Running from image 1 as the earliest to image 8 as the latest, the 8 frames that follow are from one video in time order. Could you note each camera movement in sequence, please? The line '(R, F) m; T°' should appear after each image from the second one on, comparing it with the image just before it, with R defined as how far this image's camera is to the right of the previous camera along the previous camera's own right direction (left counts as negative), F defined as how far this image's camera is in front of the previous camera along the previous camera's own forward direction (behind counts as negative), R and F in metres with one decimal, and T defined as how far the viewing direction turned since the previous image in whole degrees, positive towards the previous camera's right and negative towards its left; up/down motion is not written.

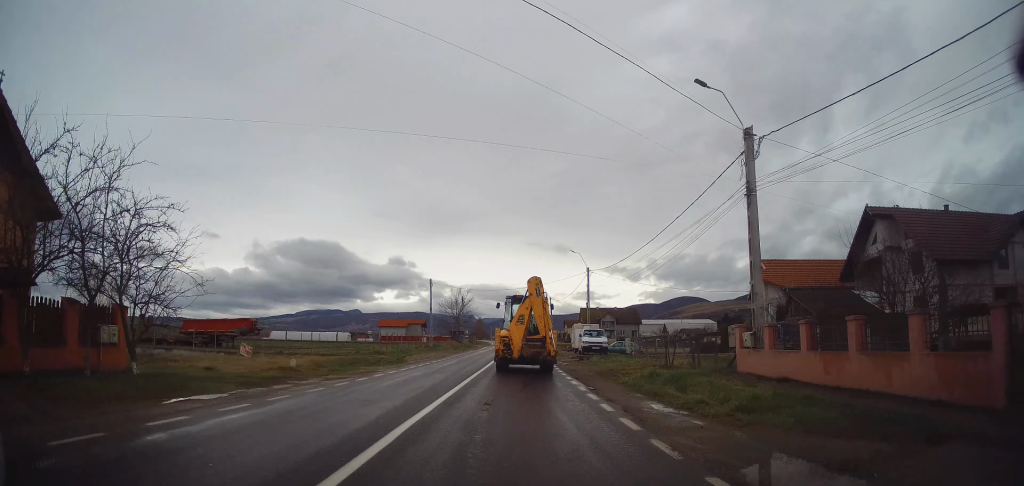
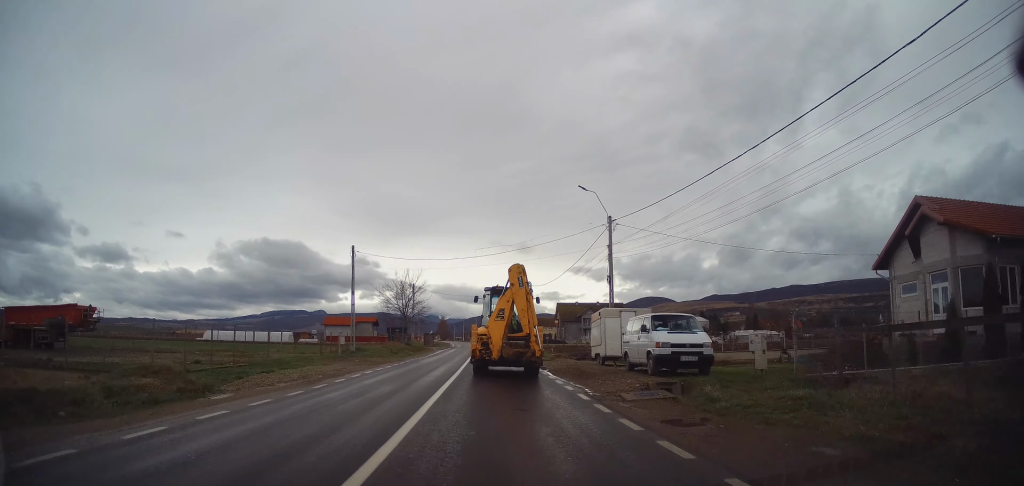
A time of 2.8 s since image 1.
(+1.2, +21.5) m; +8°
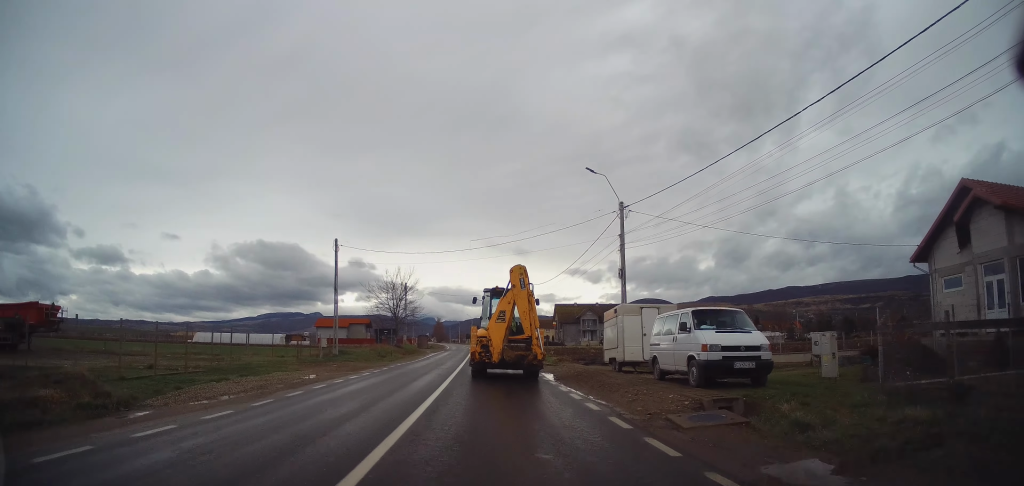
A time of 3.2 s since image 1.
(+0.3, +3.6) m; 0°
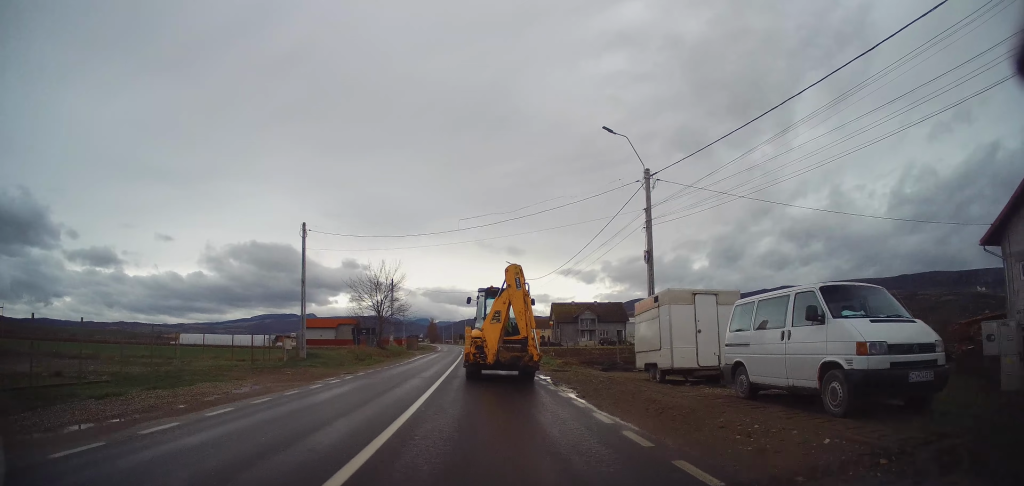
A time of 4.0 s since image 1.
(-0.4, +5.6) m; -1°
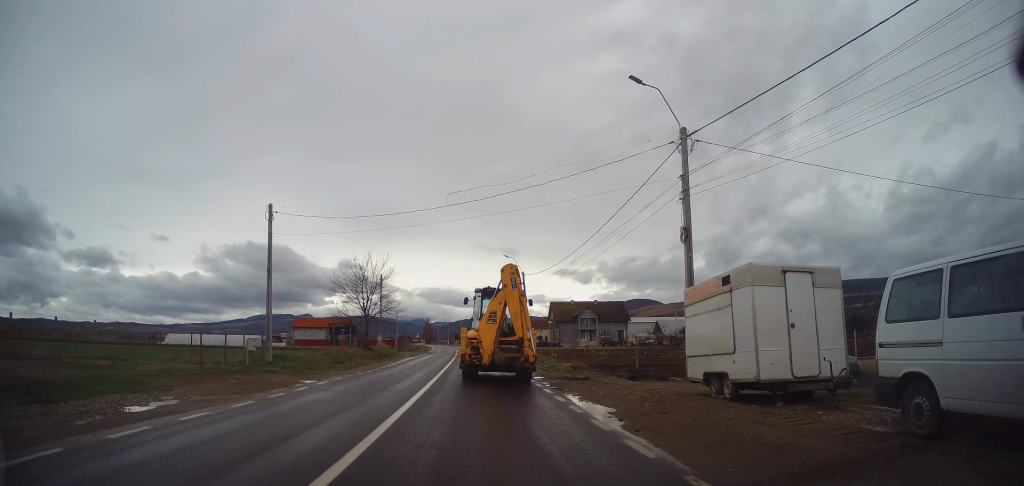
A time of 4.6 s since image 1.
(0.0, +4.8) m; 0°
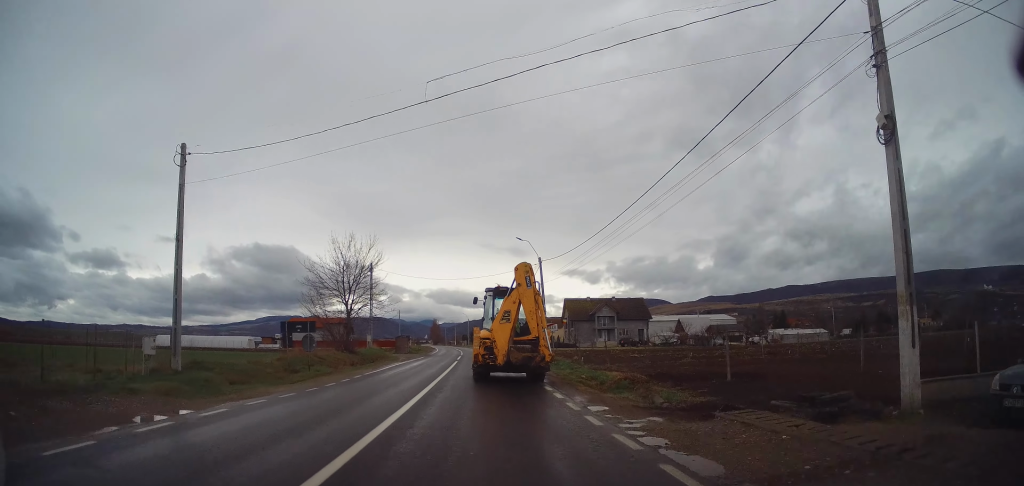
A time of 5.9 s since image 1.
(0.0, +9.7) m; 0°
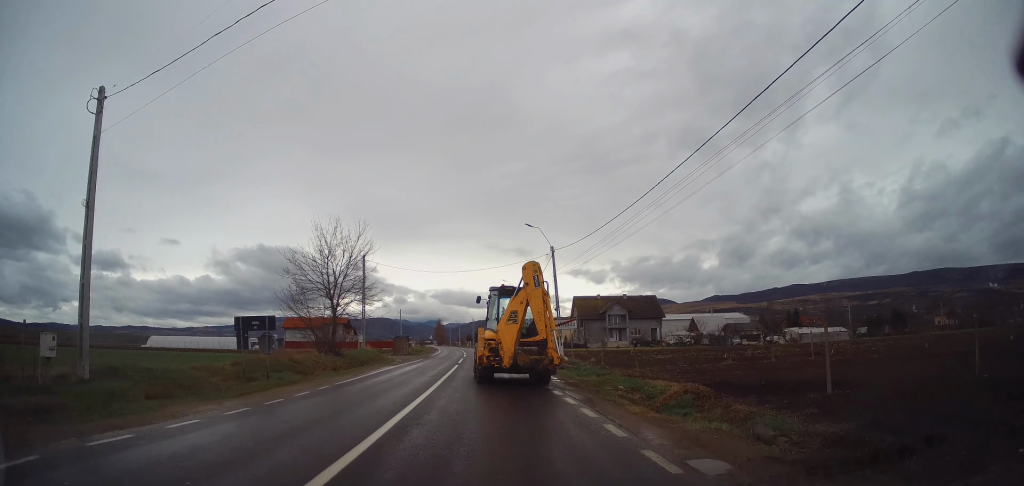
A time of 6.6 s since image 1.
(0.0, +5.0) m; 0°
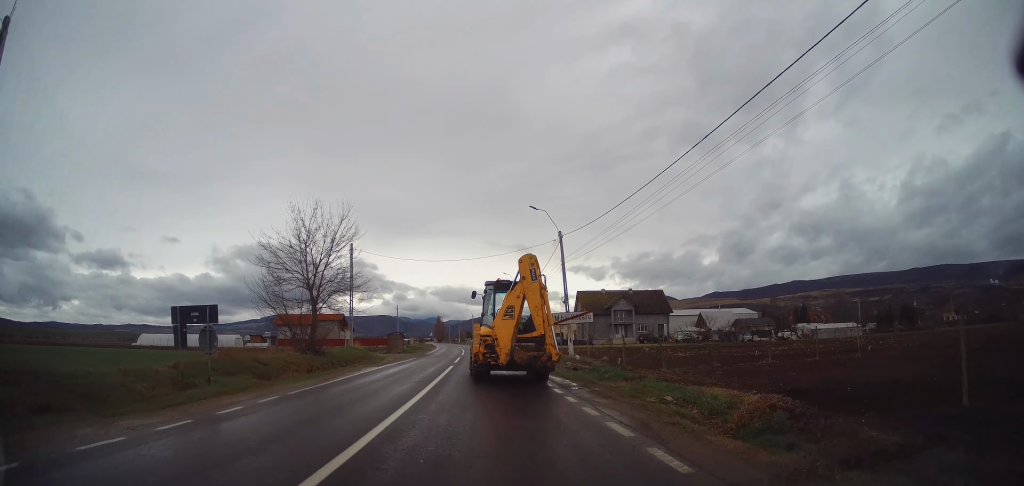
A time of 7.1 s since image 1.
(+0.2, +4.1) m; +1°
